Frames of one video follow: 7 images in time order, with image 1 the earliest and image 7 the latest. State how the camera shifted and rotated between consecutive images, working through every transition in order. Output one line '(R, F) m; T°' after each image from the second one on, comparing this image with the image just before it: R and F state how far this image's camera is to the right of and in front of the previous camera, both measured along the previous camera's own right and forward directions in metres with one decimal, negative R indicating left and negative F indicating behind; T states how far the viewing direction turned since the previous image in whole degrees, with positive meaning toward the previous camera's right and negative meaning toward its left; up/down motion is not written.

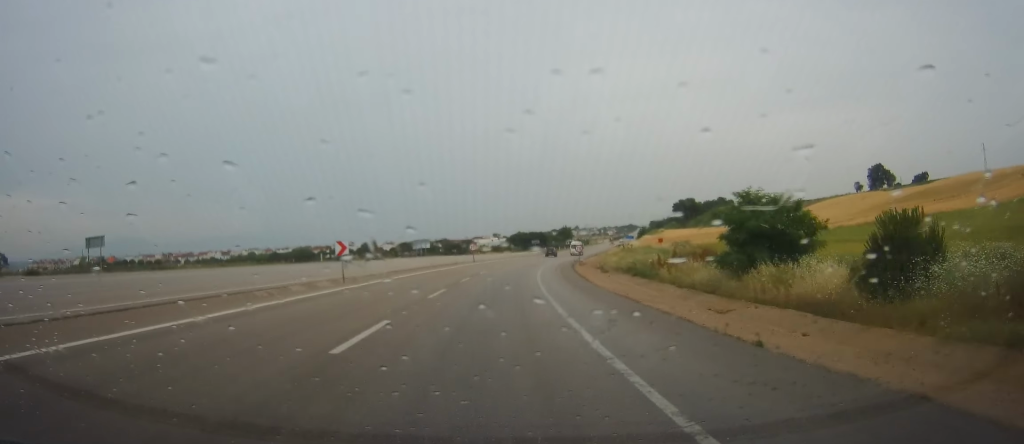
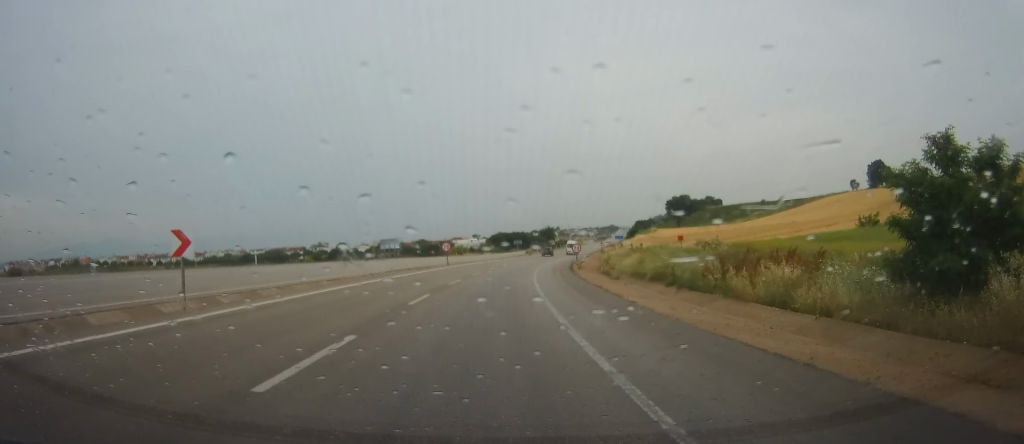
(0.0, +13.7) m; +2°
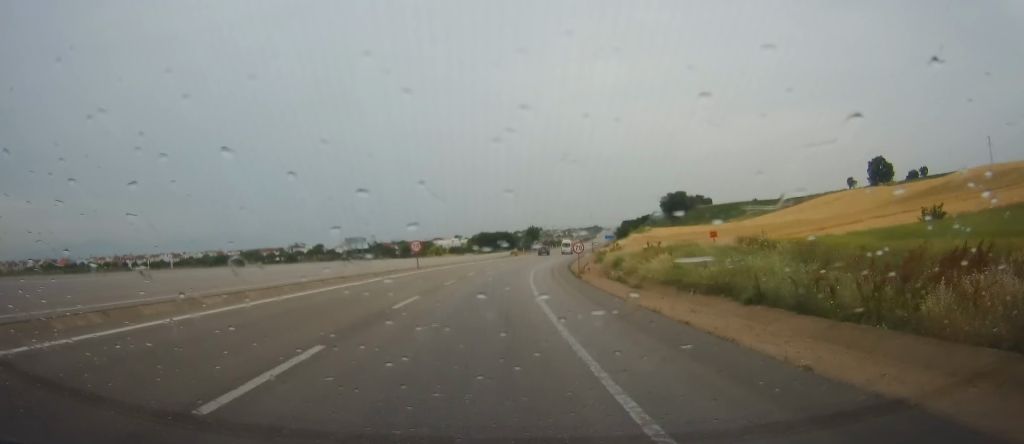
(+0.3, +12.3) m; +1°
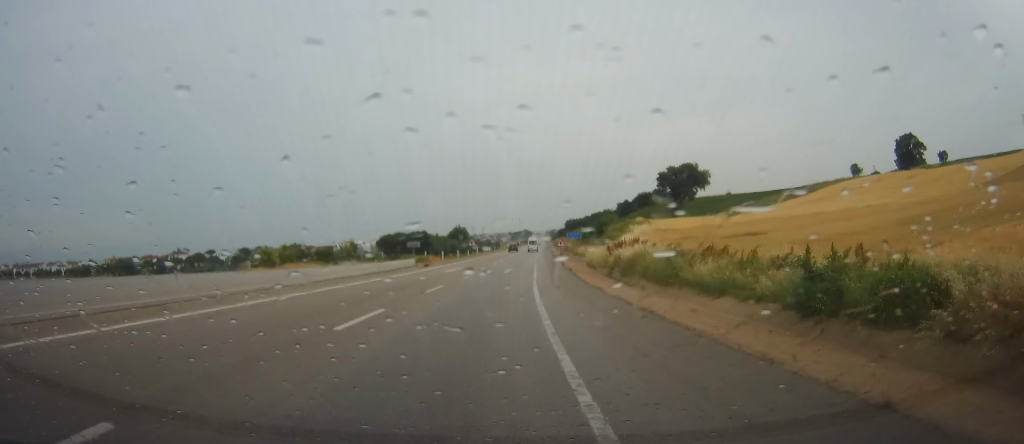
(+3.4, +60.2) m; +8°
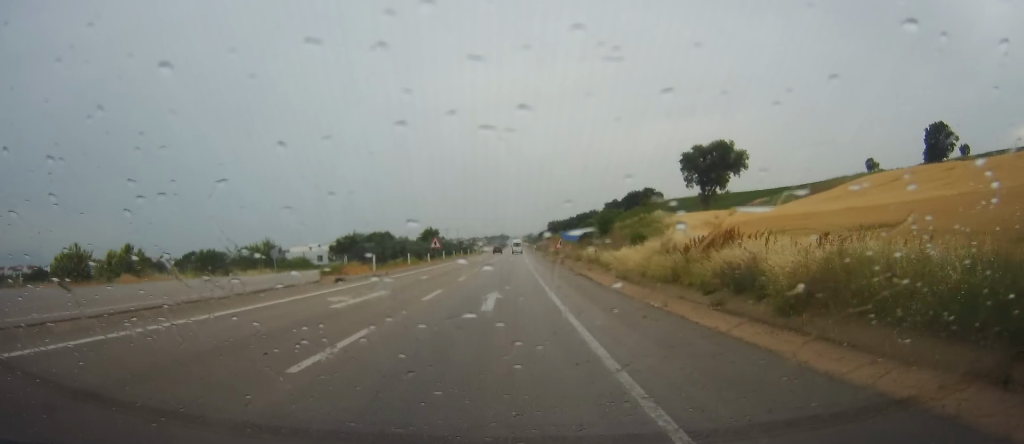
(+1.2, +25.8) m; +4°
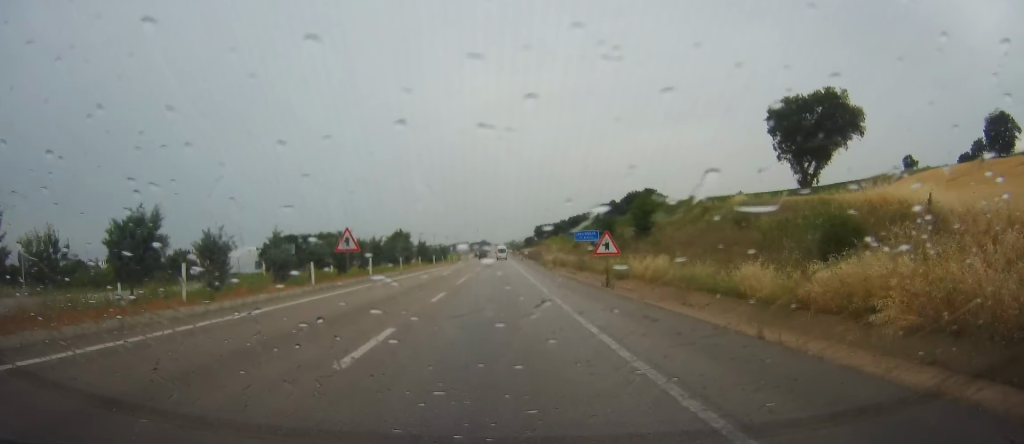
(+1.1, +33.5) m; +3°
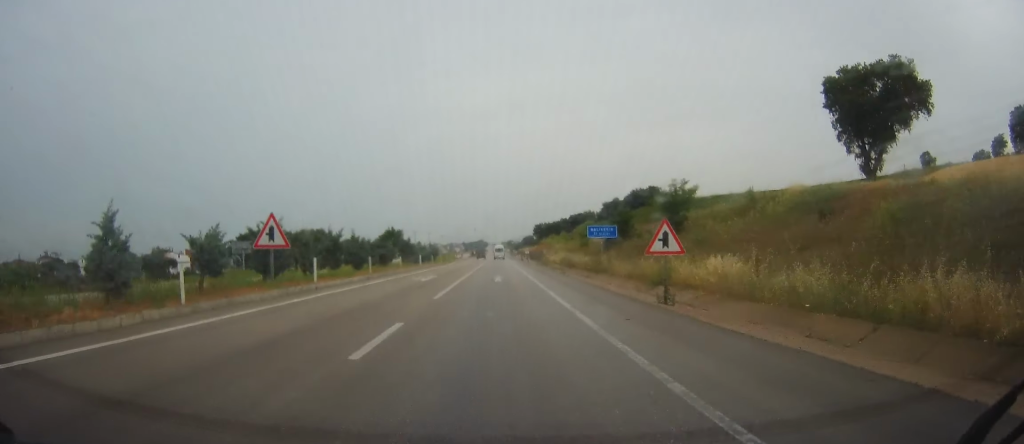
(+0.2, +11.4) m; +1°
